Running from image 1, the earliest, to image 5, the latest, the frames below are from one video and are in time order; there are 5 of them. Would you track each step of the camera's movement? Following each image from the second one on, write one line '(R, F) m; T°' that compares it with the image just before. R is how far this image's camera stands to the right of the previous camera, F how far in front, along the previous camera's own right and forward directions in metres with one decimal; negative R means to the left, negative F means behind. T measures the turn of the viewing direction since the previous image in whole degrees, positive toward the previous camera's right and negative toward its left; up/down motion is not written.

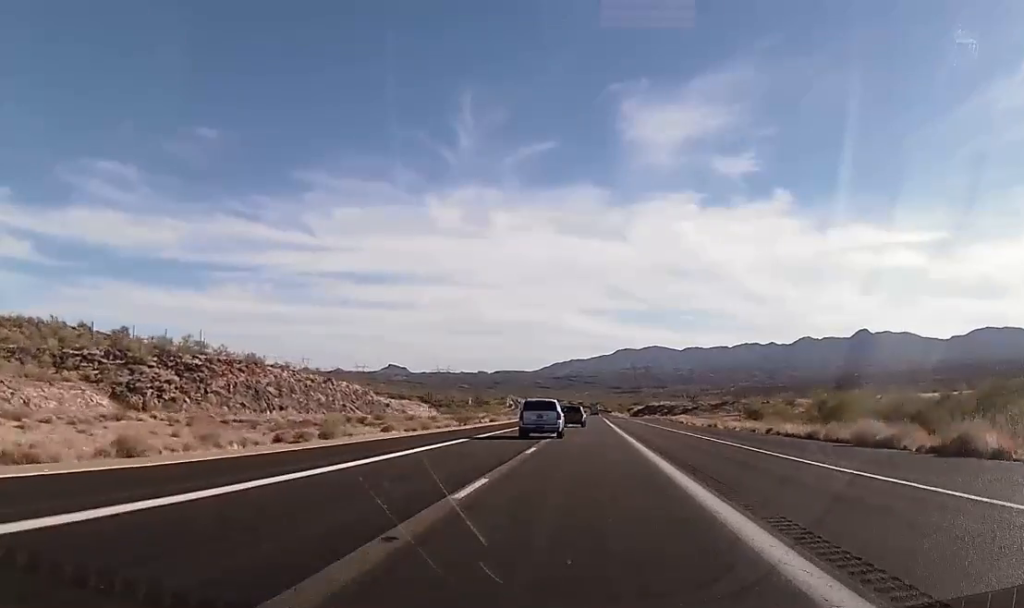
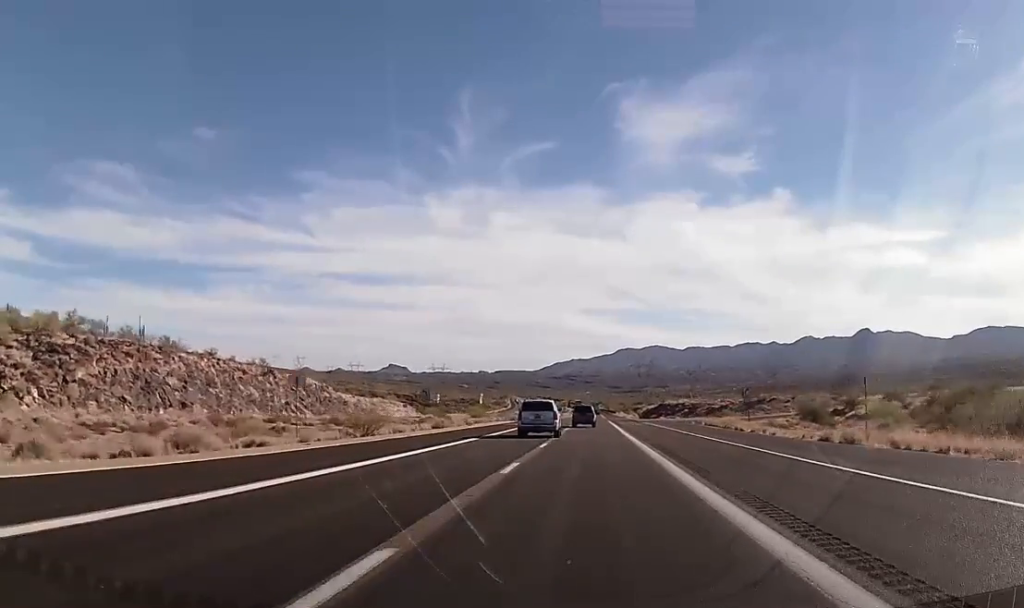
(0.0, +31.8) m; 0°
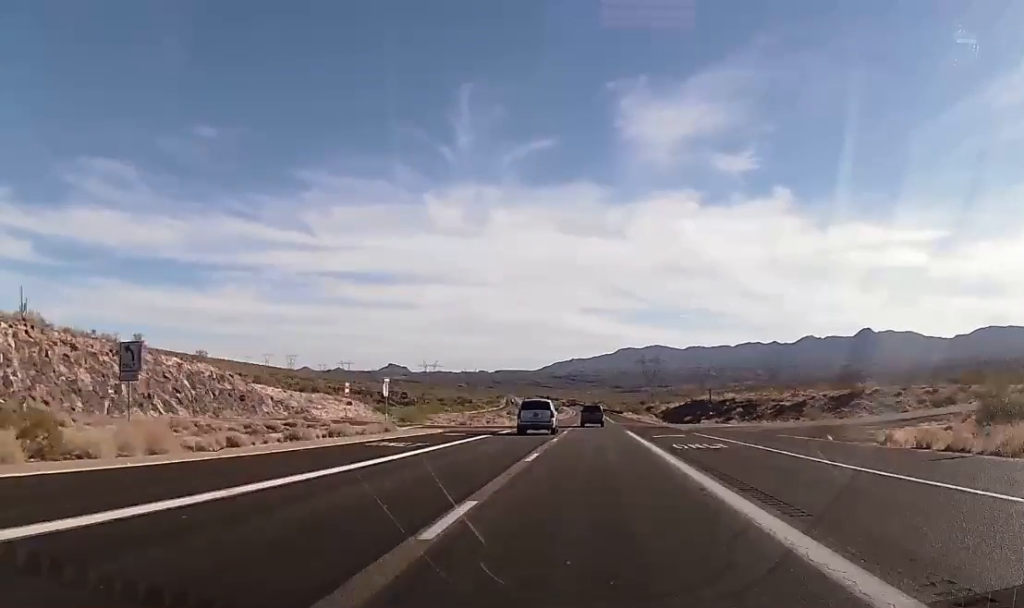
(-0.2, +44.8) m; 0°
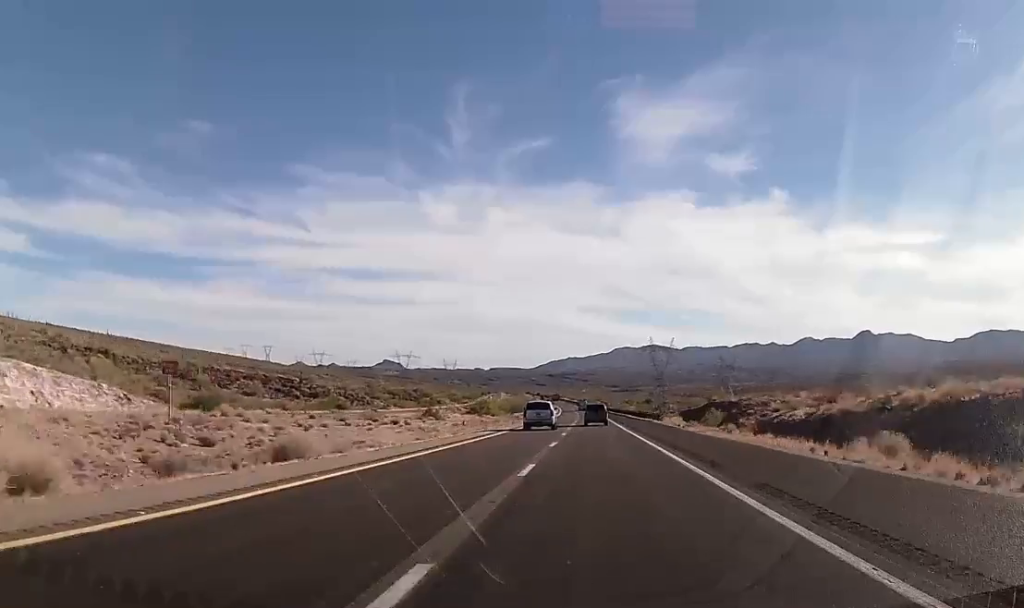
(+0.2, +102.1) m; +1°
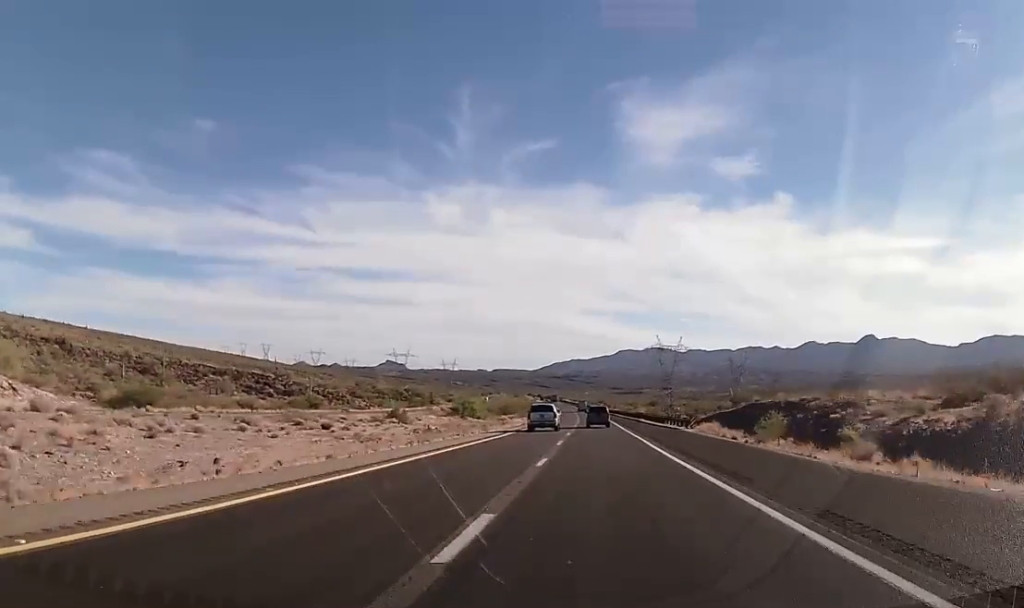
(0.0, +21.0) m; 0°
